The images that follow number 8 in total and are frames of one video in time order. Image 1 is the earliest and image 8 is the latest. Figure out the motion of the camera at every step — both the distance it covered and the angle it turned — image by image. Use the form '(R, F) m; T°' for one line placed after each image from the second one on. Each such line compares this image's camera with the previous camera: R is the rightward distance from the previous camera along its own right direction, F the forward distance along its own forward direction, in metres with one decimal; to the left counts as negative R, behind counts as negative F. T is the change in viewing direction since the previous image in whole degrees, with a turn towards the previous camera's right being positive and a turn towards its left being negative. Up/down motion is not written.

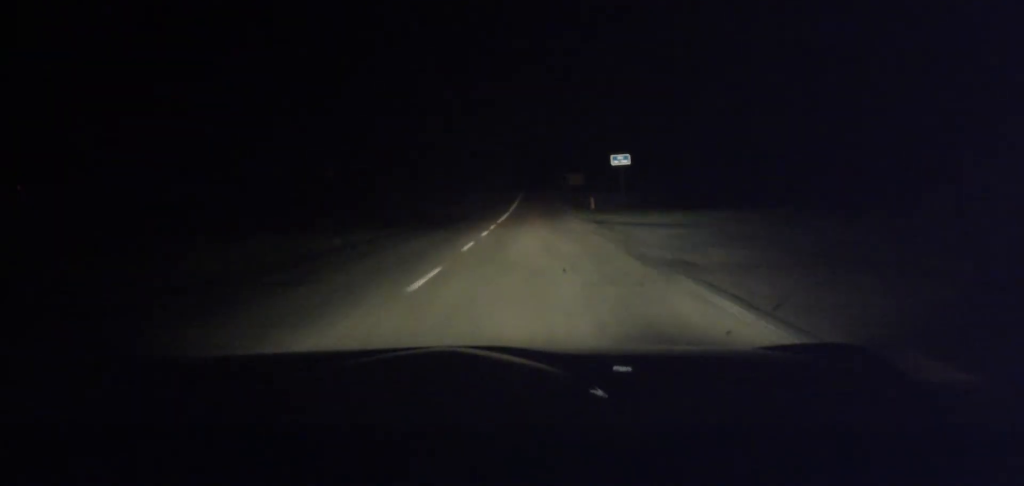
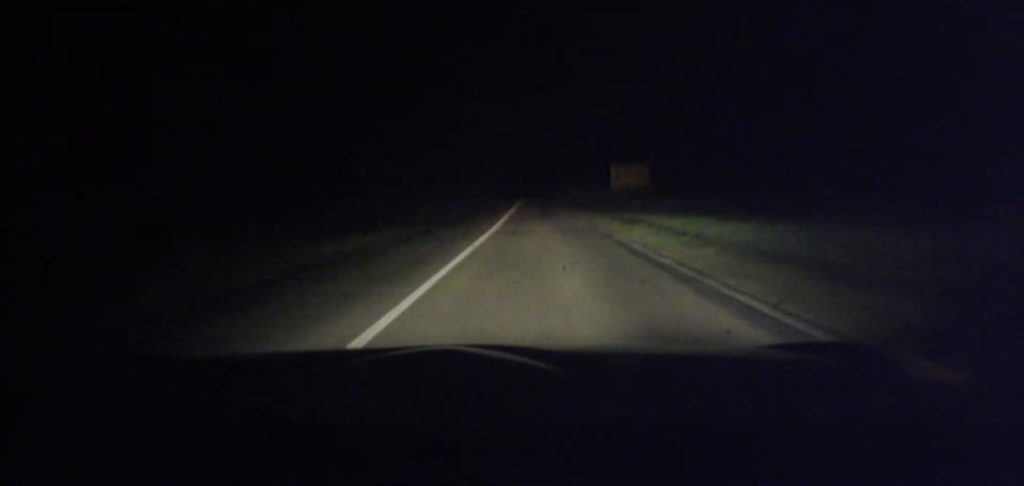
(-1.5, +48.8) m; -3°
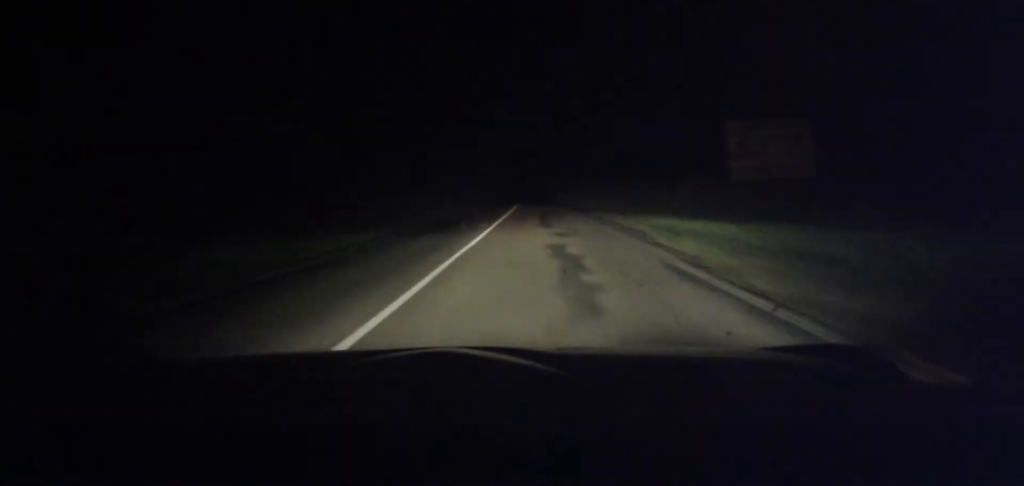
(-0.2, +25.7) m; -1°
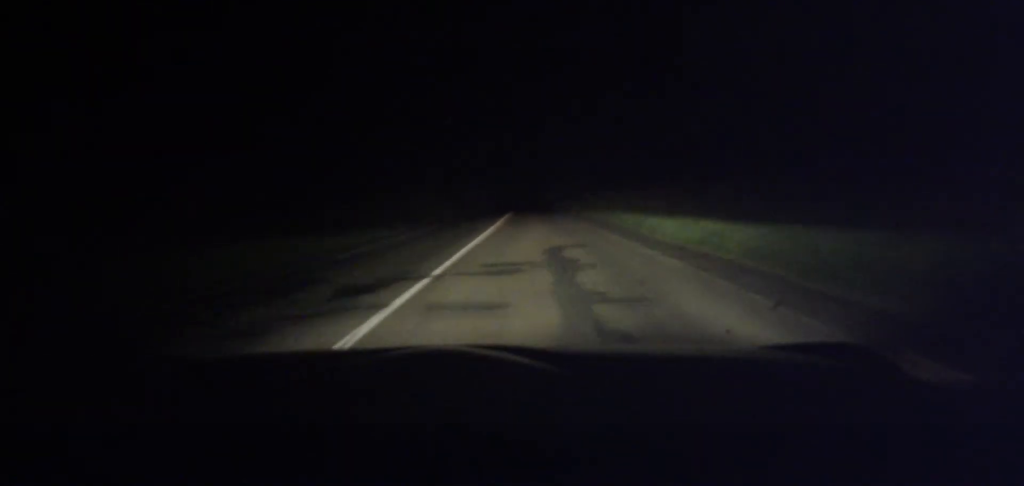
(-0.2, +22.8) m; 0°
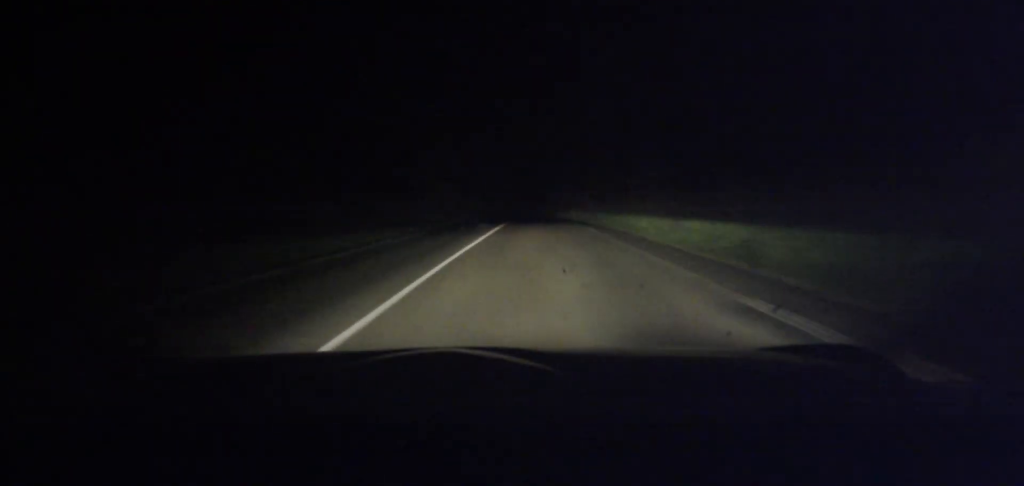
(0.0, +32.8) m; 0°
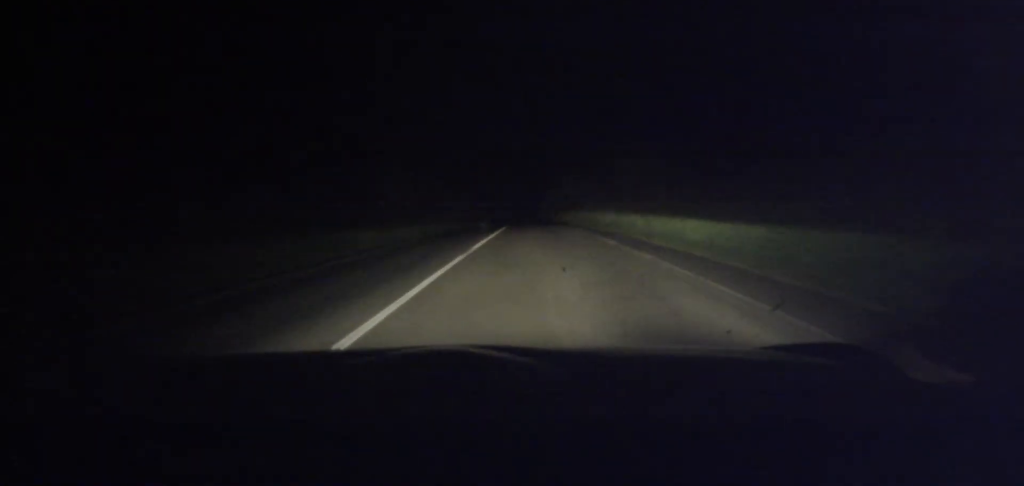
(-0.1, +26.7) m; 0°
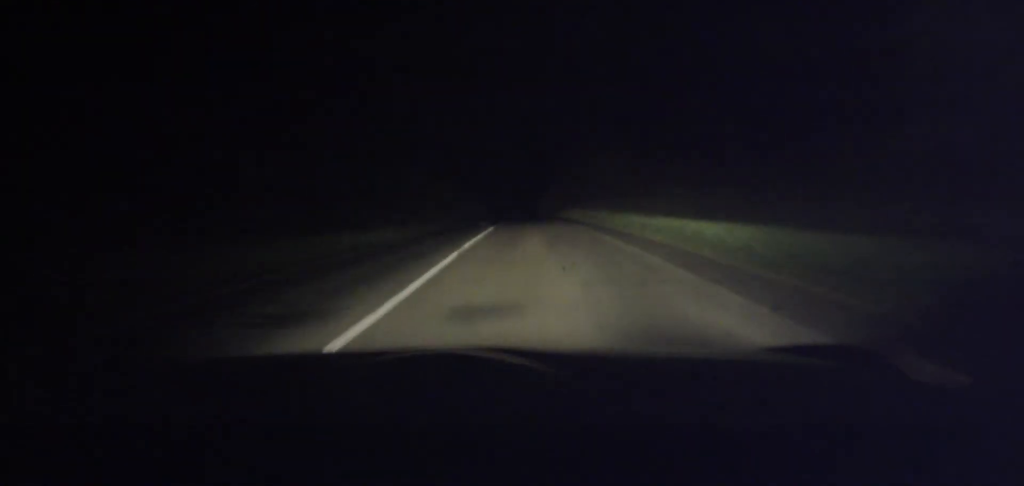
(-0.2, +30.6) m; 0°
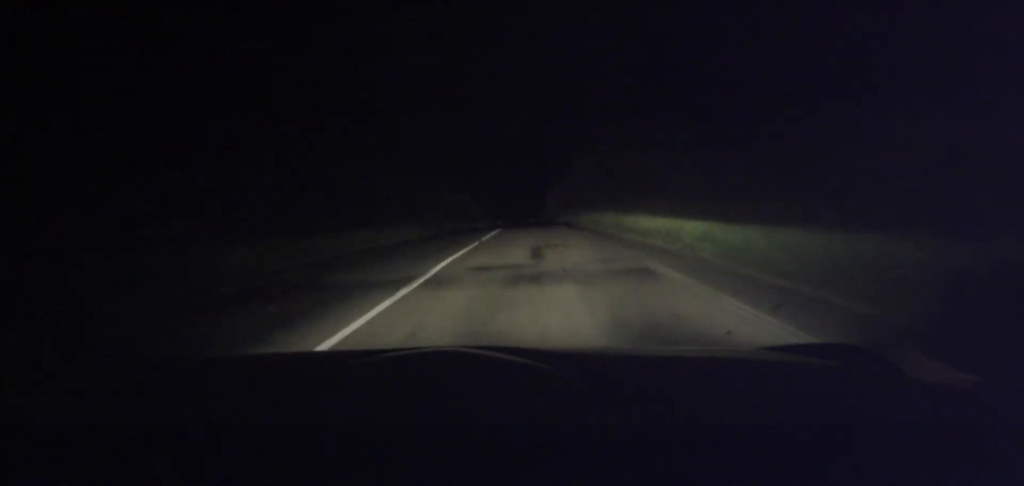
(0.0, +17.5) m; 0°
